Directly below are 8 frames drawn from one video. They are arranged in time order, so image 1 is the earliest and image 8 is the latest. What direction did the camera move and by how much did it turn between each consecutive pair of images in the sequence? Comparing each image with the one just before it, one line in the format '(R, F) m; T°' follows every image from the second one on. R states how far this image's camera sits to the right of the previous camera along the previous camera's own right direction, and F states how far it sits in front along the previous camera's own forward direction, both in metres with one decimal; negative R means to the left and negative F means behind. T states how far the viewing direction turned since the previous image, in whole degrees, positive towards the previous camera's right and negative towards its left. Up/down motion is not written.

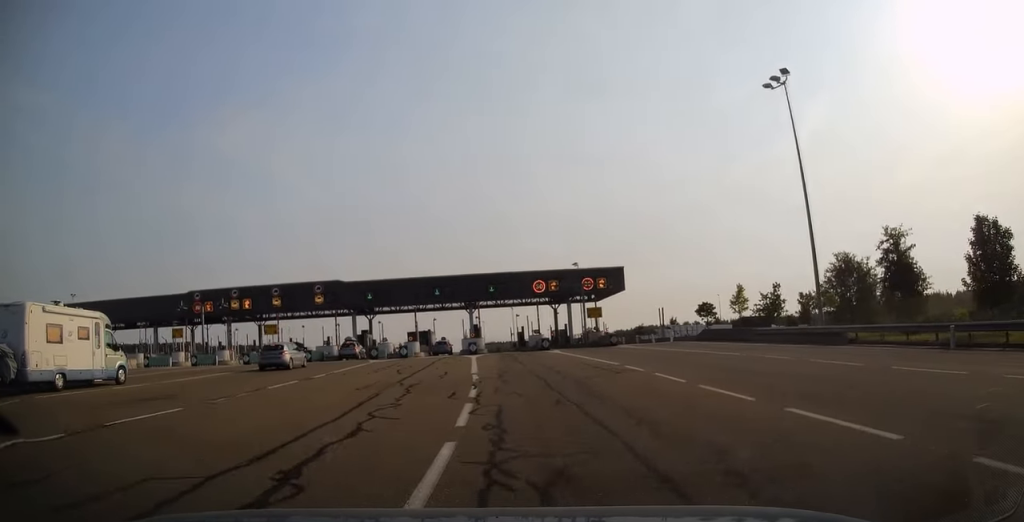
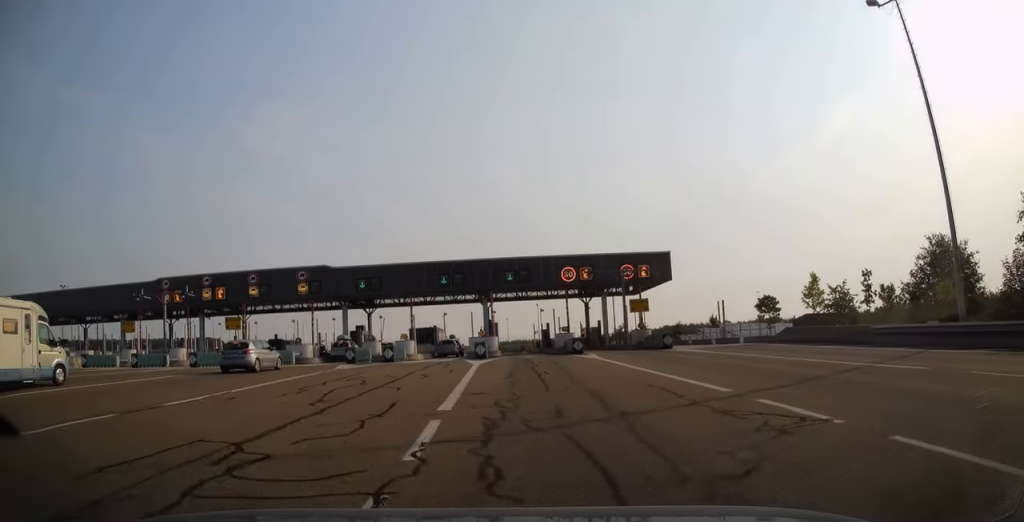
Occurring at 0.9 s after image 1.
(-0.2, +10.6) m; -2°
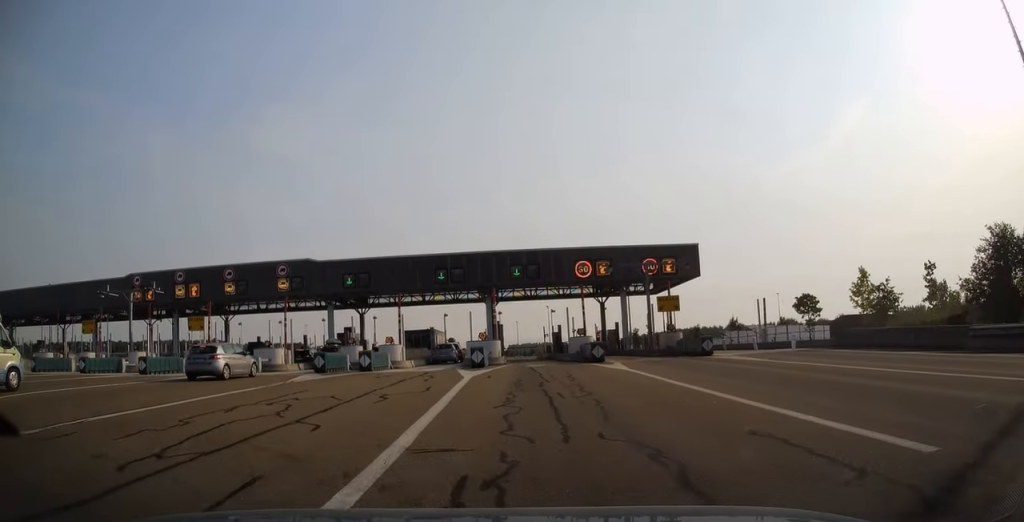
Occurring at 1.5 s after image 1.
(-0.1, +6.1) m; -1°
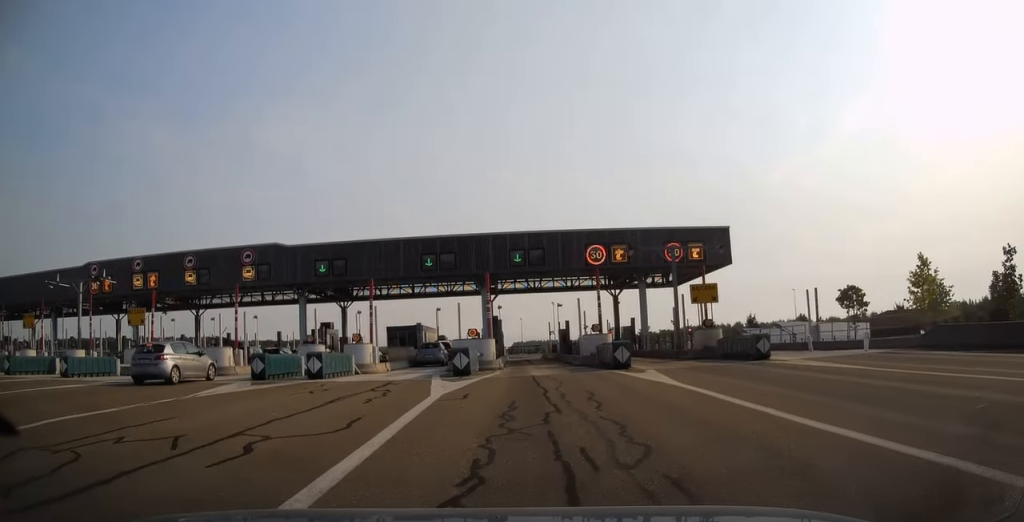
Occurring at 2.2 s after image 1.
(0.0, +6.4) m; 0°
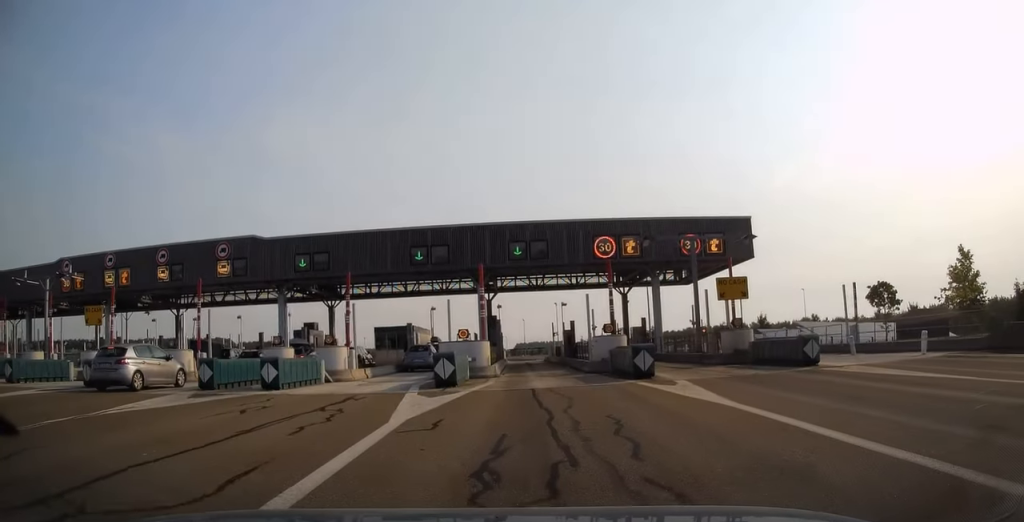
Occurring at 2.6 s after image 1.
(0.0, +3.6) m; 0°
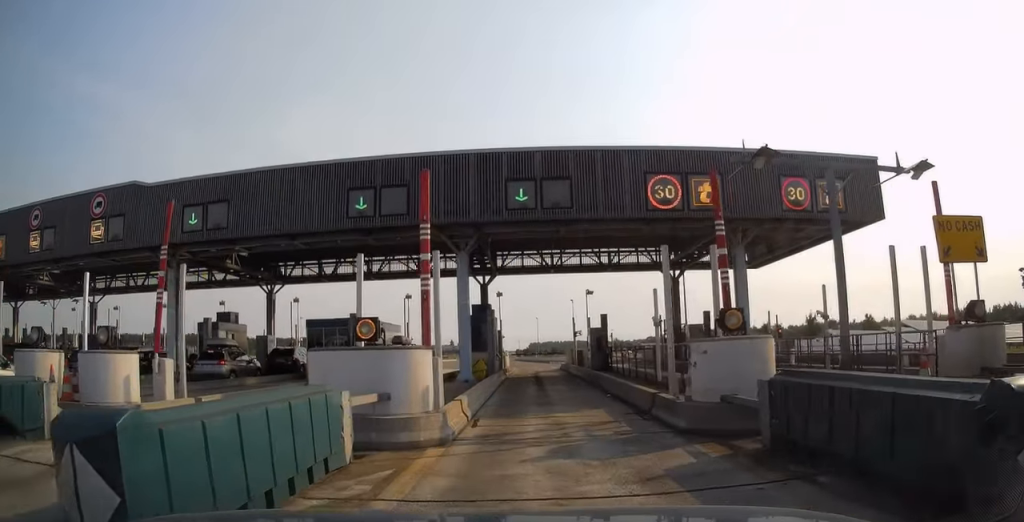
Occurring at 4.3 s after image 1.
(-0.3, +12.9) m; -3°
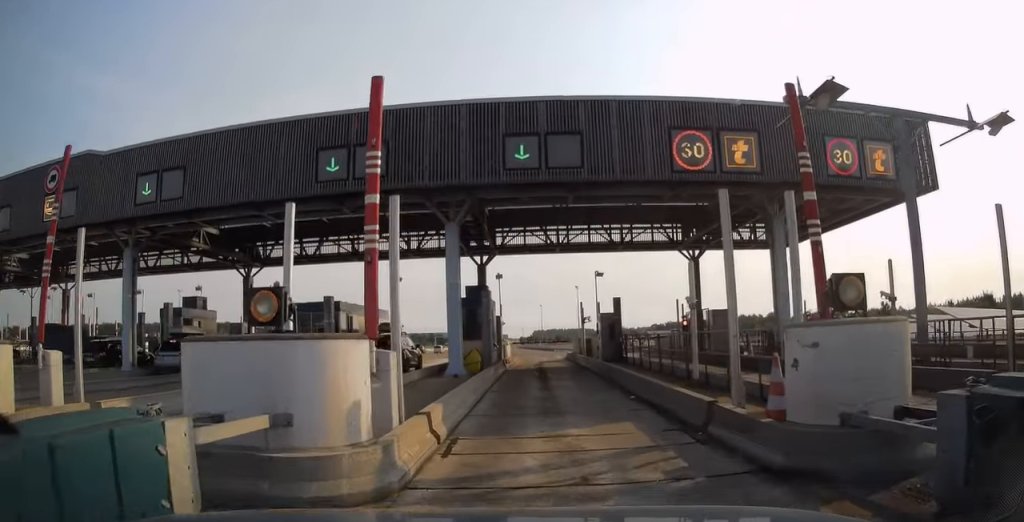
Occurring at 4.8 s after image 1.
(0.0, +3.1) m; 0°
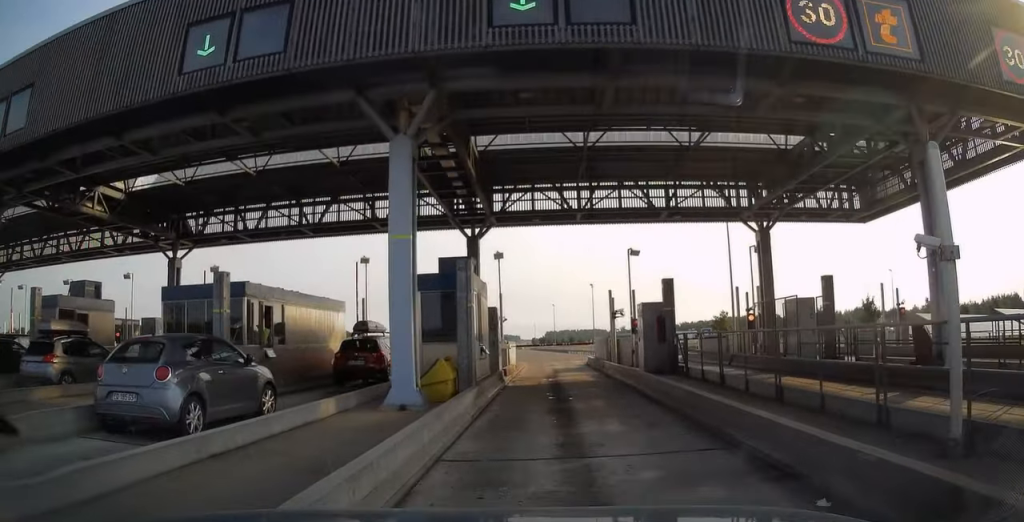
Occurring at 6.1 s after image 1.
(0.0, +7.3) m; -2°
